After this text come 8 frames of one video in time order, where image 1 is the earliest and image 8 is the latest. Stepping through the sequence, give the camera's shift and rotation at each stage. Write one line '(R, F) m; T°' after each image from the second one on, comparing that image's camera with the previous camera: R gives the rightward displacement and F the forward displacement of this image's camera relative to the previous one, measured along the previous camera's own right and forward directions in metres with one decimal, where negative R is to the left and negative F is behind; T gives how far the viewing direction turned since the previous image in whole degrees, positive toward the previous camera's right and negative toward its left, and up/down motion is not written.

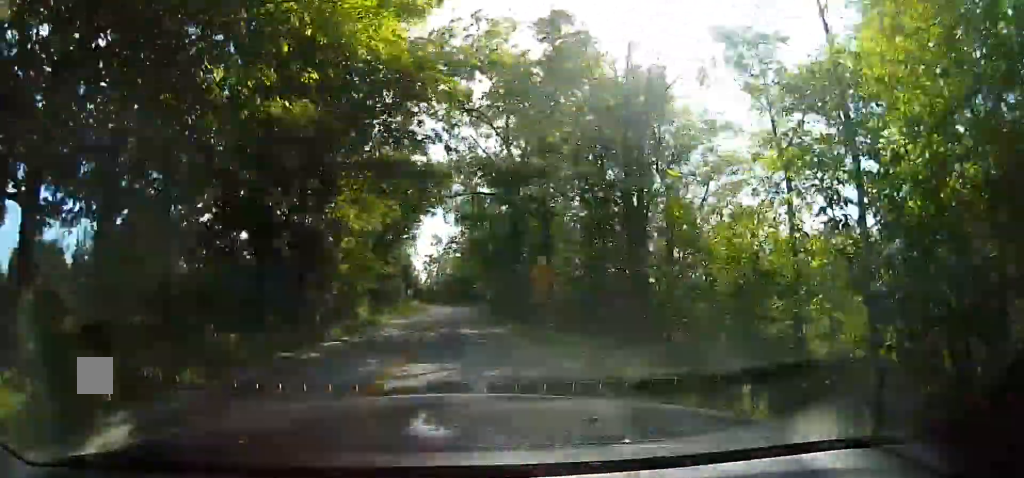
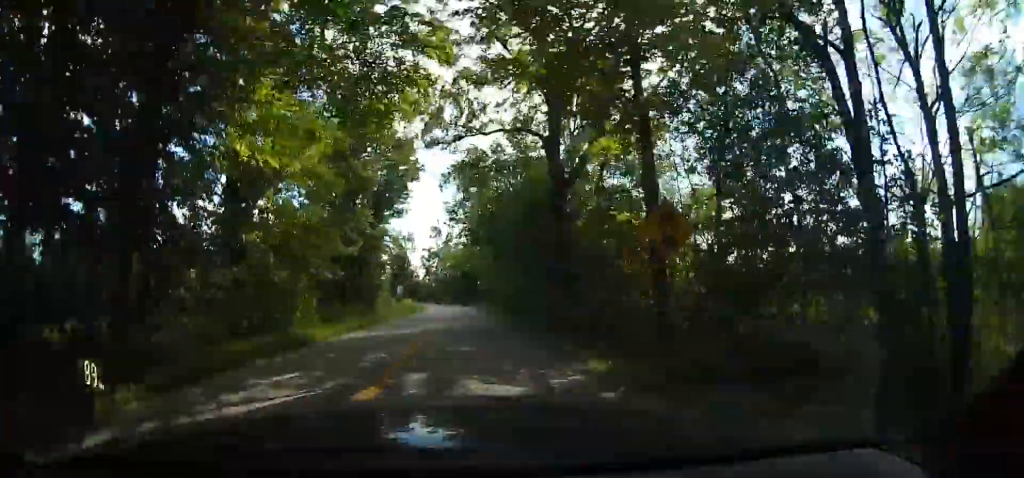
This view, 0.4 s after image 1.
(-0.1, +10.1) m; 0°
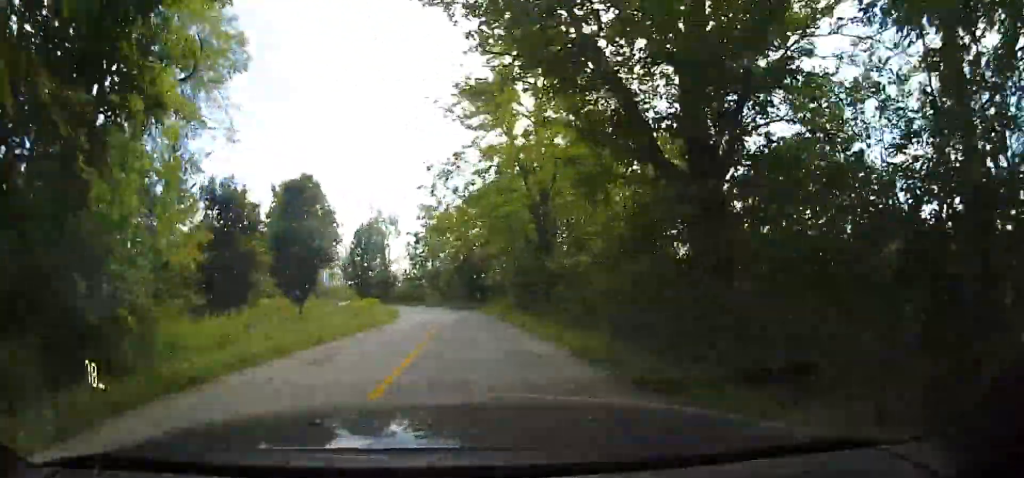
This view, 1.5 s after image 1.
(+0.3, +23.4) m; -3°
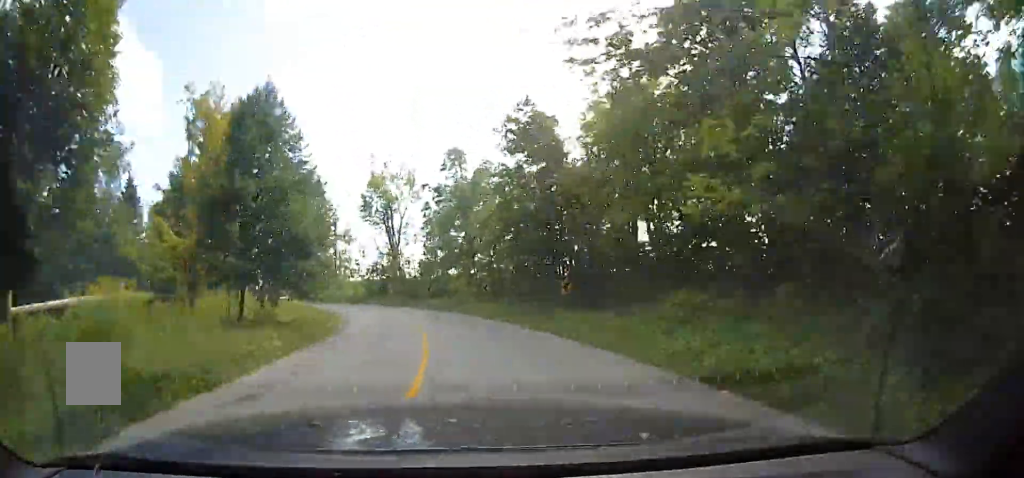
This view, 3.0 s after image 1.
(-3.5, +26.9) m; -17°
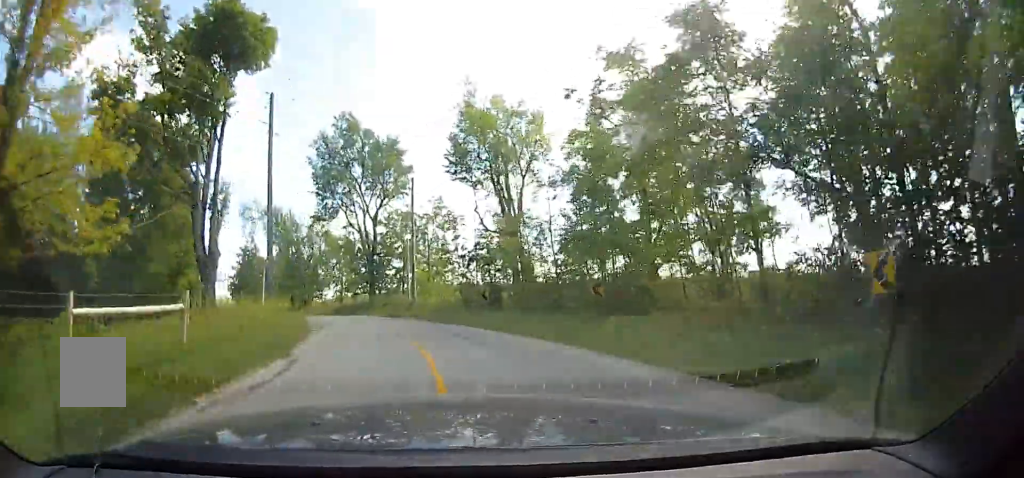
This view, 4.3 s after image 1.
(-3.6, +19.7) m; -18°
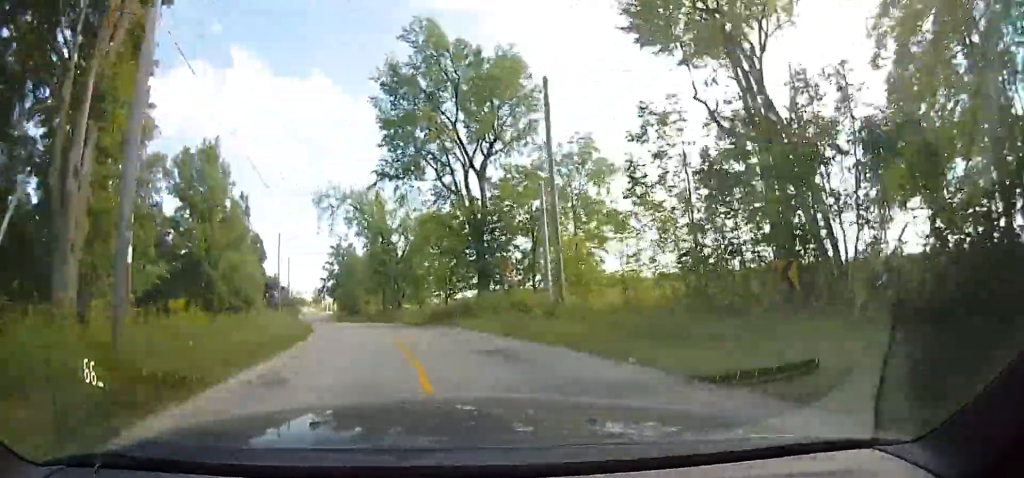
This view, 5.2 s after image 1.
(-1.2, +14.4) m; -8°
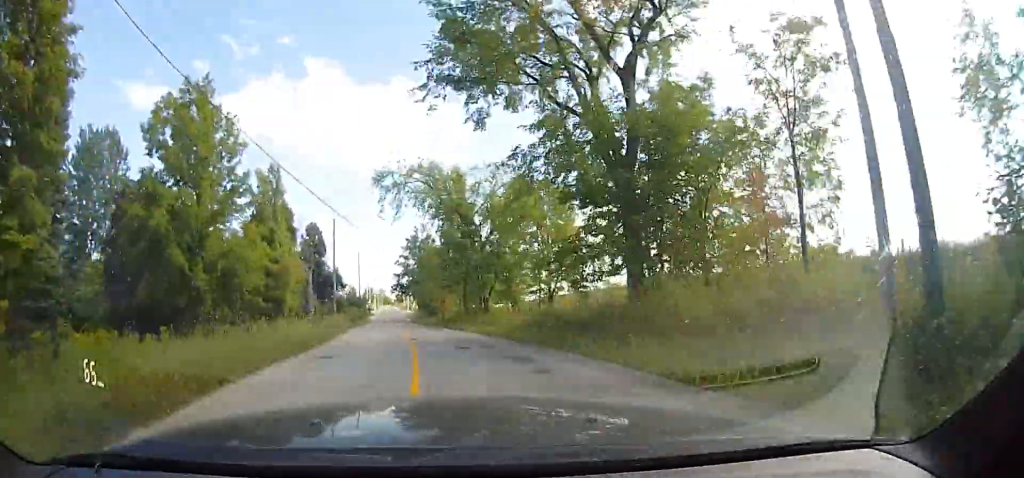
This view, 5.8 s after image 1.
(-0.2, +10.7) m; -5°
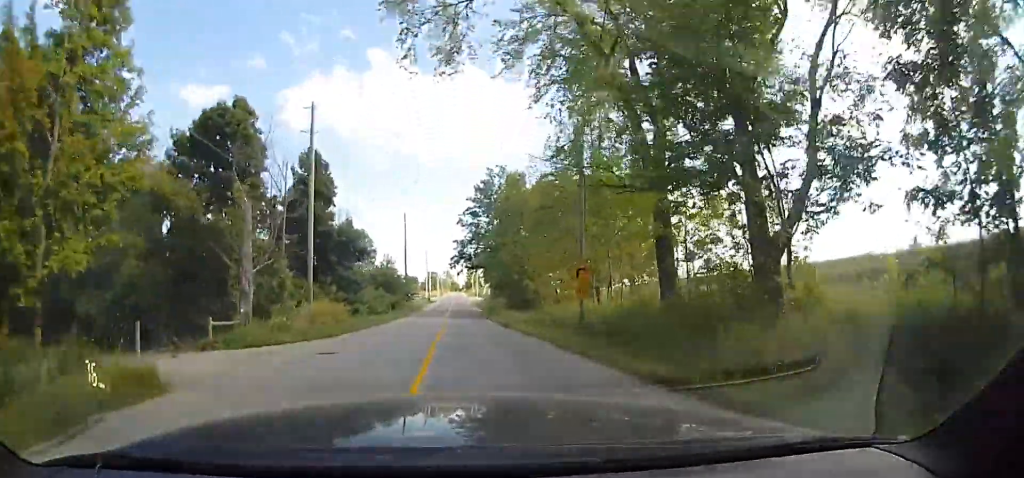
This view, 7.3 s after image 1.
(-3.3, +25.0) m; -10°
